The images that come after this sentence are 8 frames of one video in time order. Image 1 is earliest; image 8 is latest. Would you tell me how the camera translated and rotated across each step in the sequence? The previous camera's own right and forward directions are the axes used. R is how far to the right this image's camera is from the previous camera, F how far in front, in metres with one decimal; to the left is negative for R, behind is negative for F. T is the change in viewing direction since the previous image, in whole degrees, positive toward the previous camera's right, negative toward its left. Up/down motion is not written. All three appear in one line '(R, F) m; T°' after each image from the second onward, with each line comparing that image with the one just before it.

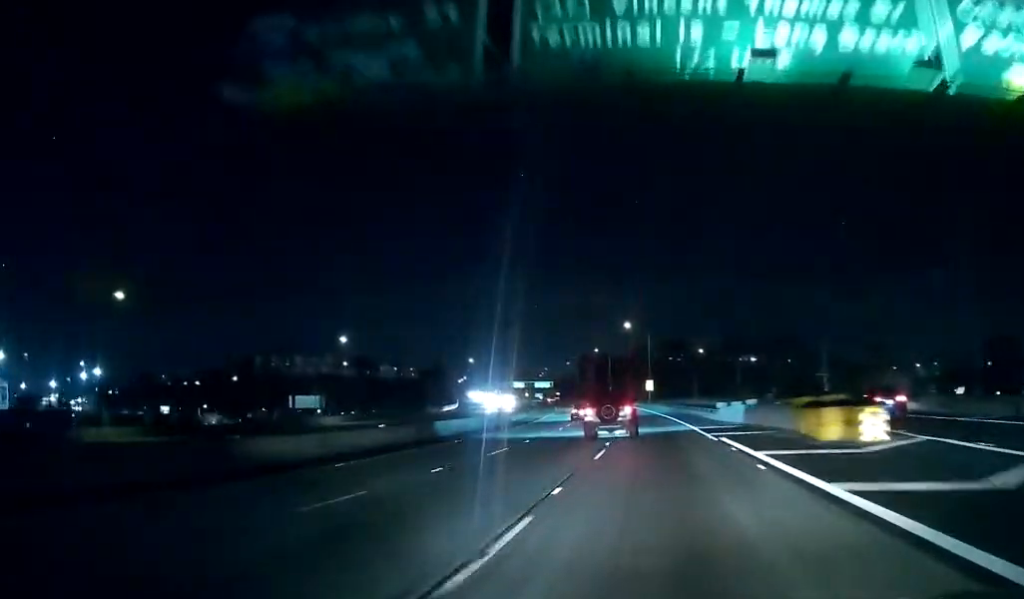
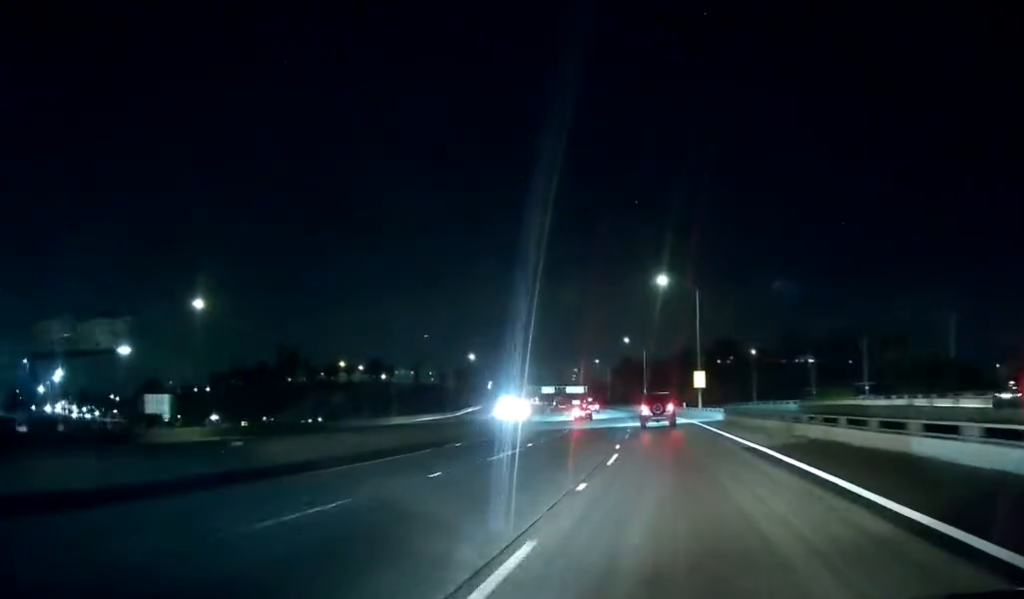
(-2.6, +46.3) m; -5°
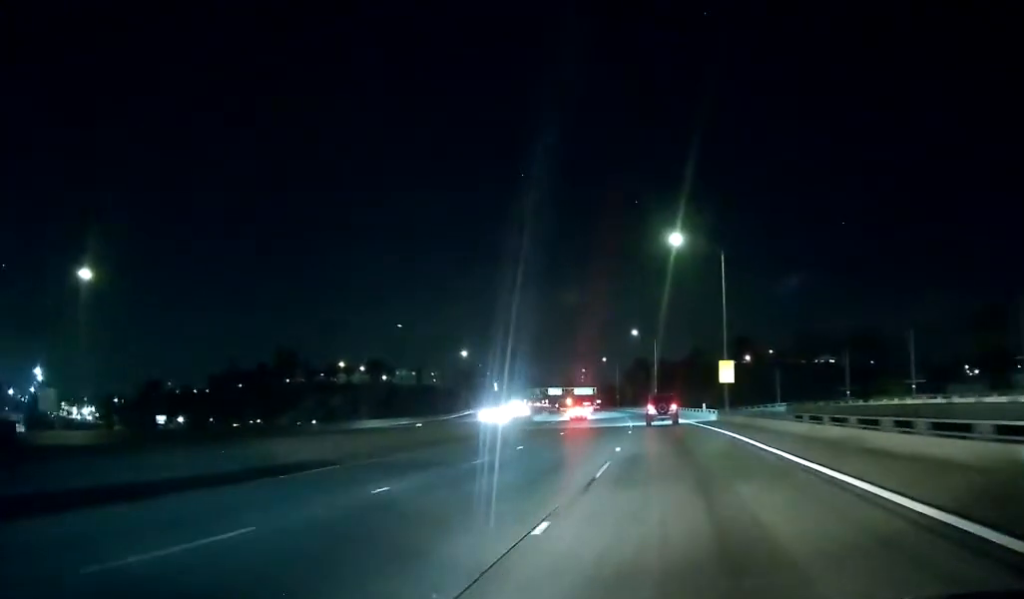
(+0.1, +18.3) m; 0°
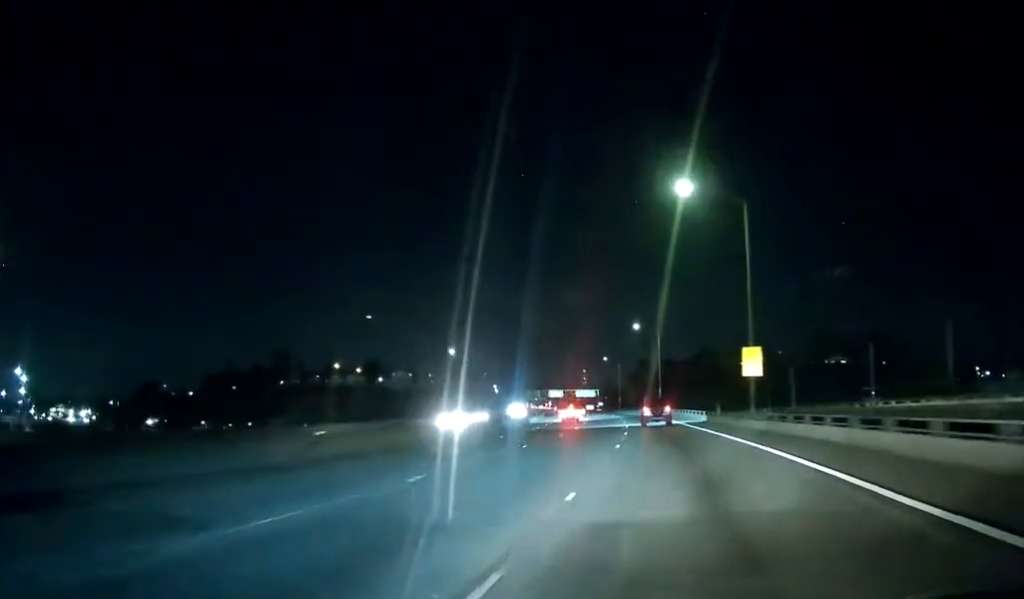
(0.0, +12.5) m; 0°
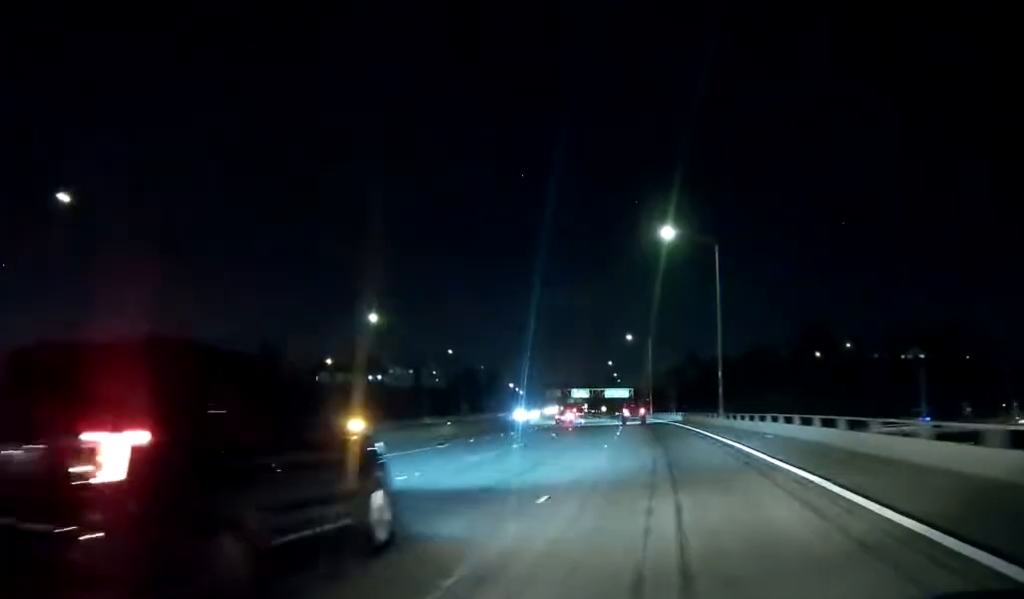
(-1.1, +58.6) m; -4°
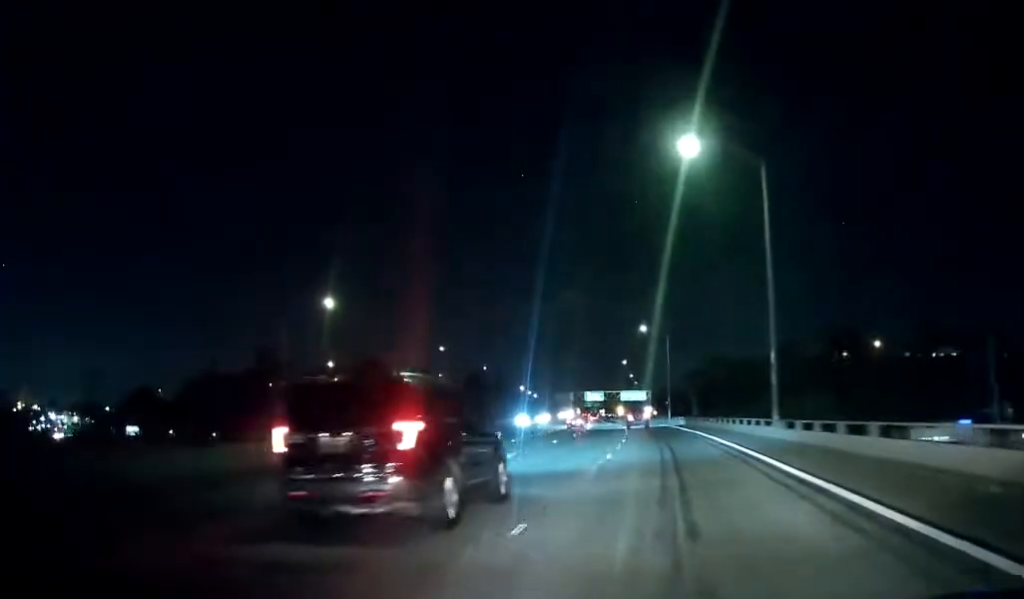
(-0.4, +17.7) m; -2°
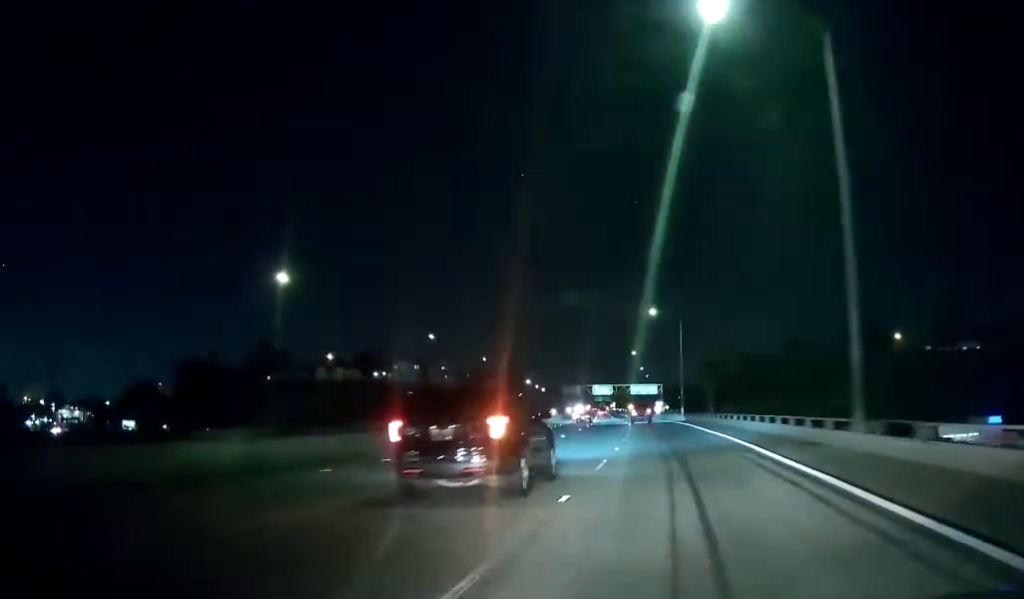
(-0.2, +11.8) m; -1°
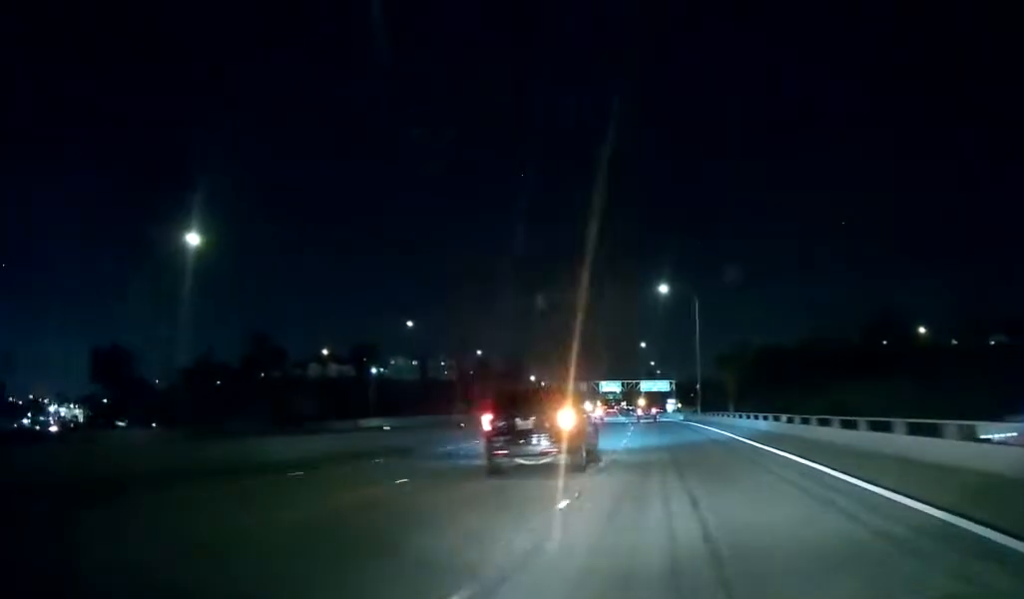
(-0.1, +15.9) m; 0°
